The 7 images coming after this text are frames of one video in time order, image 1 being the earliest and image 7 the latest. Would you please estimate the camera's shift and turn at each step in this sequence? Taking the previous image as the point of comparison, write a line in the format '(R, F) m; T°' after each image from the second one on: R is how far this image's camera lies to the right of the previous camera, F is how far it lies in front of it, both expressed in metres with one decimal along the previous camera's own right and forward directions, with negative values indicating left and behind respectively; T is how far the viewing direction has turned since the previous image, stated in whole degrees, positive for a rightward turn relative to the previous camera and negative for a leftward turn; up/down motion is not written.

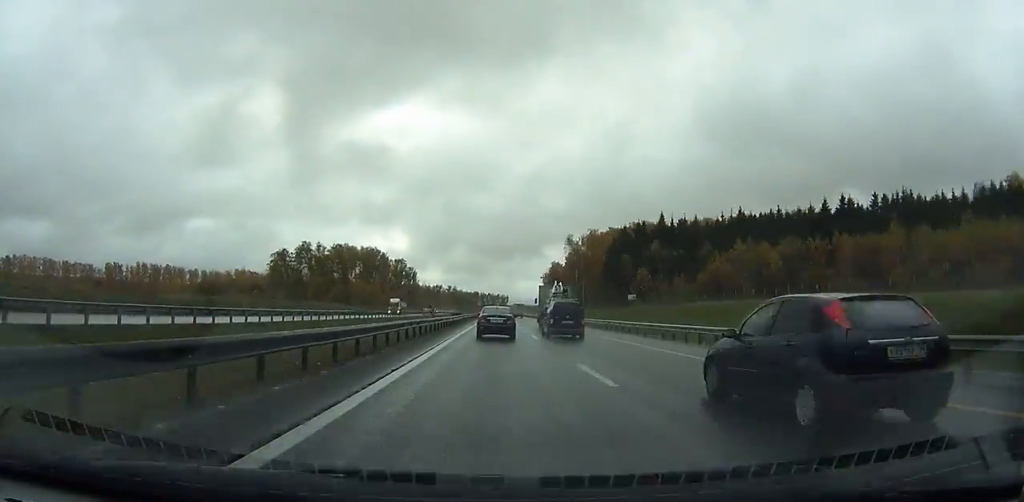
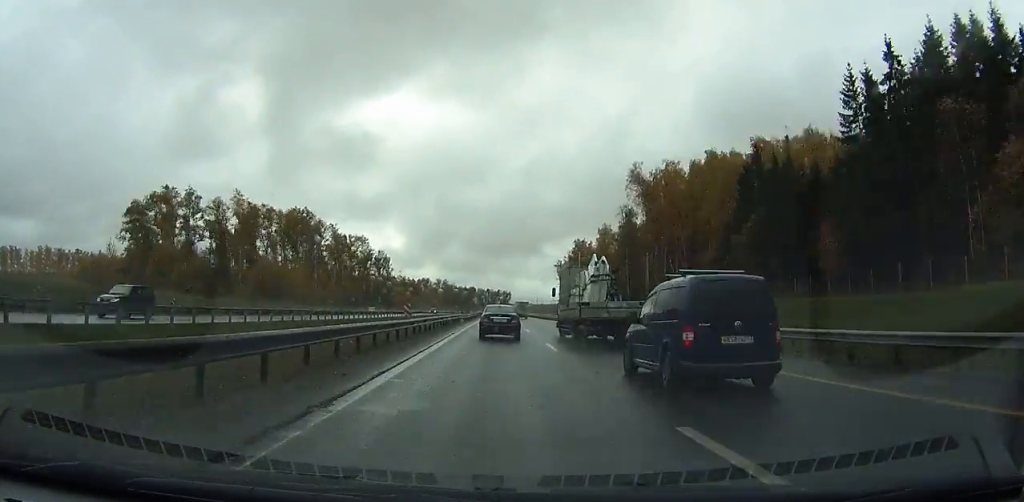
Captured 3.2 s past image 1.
(-0.3, +89.2) m; -5°
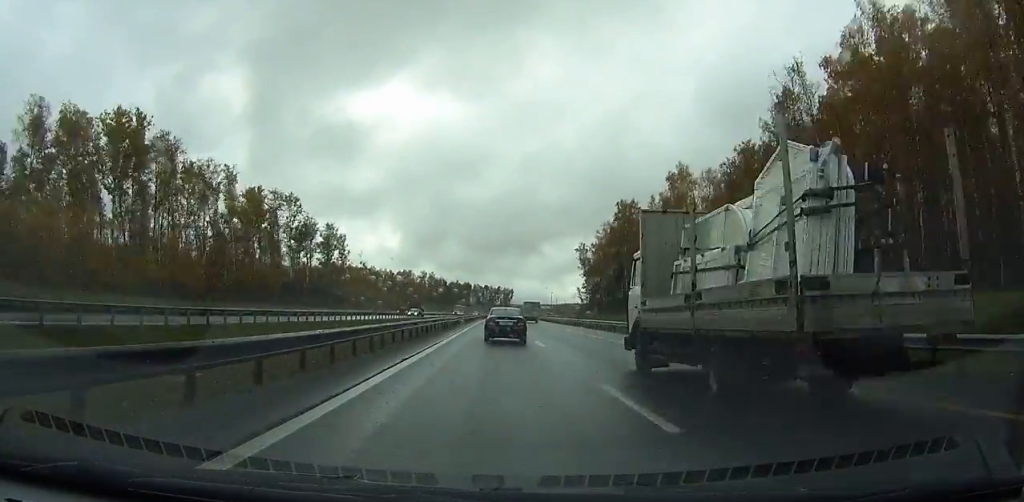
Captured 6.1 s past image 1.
(-6.7, +80.1) m; +3°
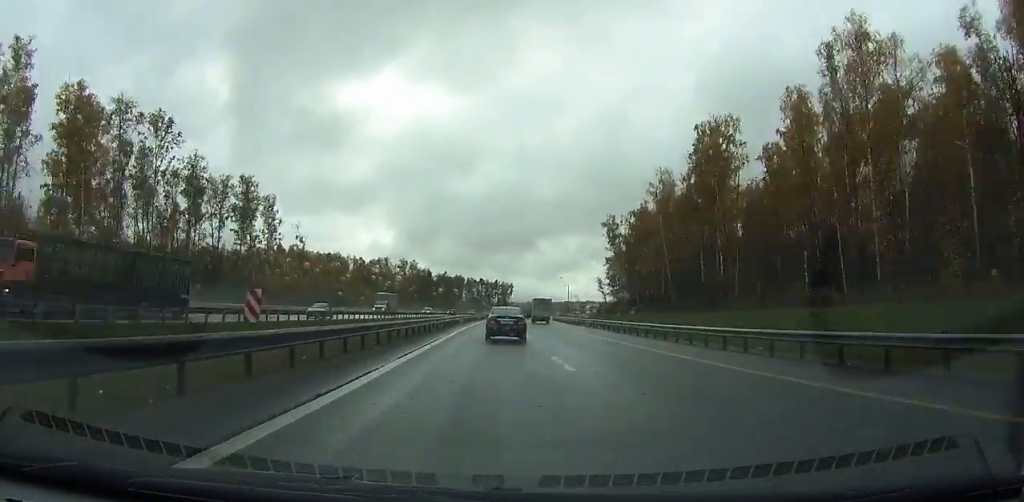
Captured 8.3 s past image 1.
(+2.7, +56.7) m; +7°
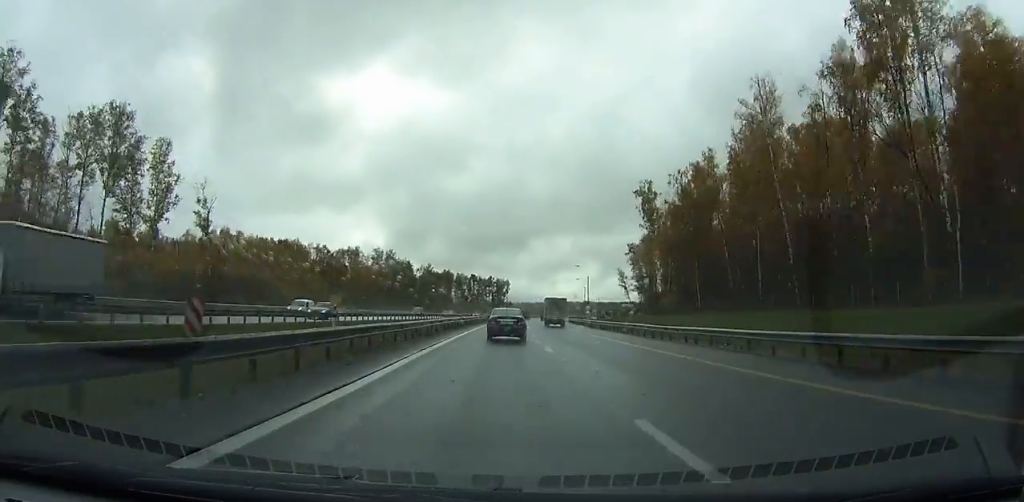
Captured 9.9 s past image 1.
(+9.9, +40.2) m; +5°
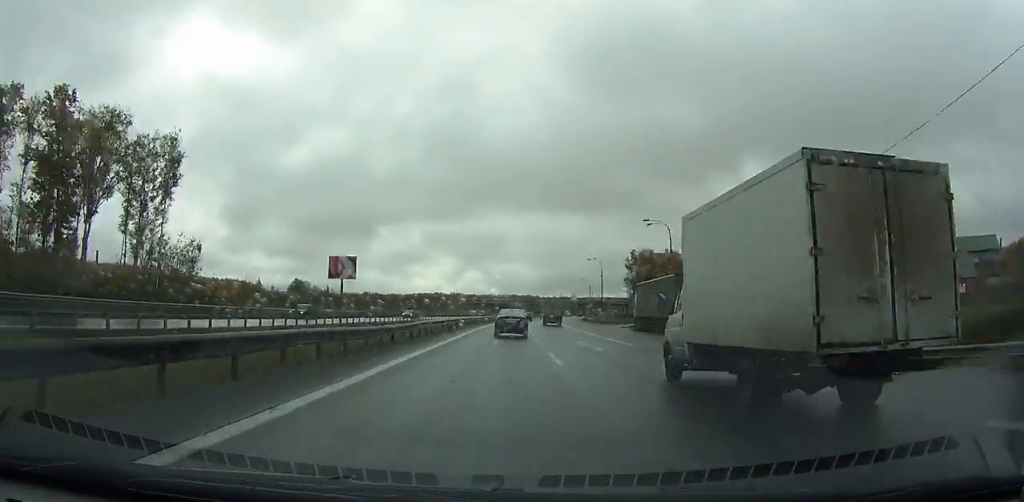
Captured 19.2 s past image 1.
(-6.0, +243.4) m; +5°
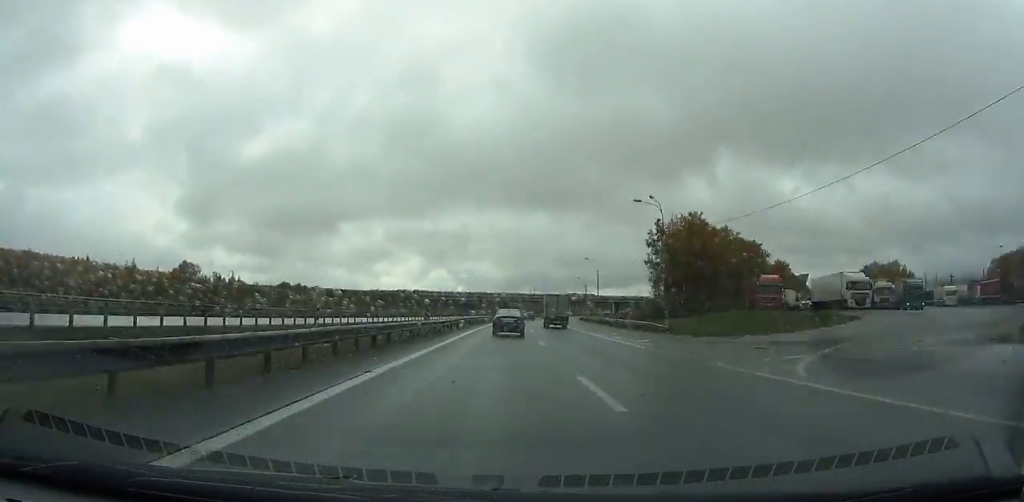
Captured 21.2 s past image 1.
(+2.1, +53.9) m; +3°
